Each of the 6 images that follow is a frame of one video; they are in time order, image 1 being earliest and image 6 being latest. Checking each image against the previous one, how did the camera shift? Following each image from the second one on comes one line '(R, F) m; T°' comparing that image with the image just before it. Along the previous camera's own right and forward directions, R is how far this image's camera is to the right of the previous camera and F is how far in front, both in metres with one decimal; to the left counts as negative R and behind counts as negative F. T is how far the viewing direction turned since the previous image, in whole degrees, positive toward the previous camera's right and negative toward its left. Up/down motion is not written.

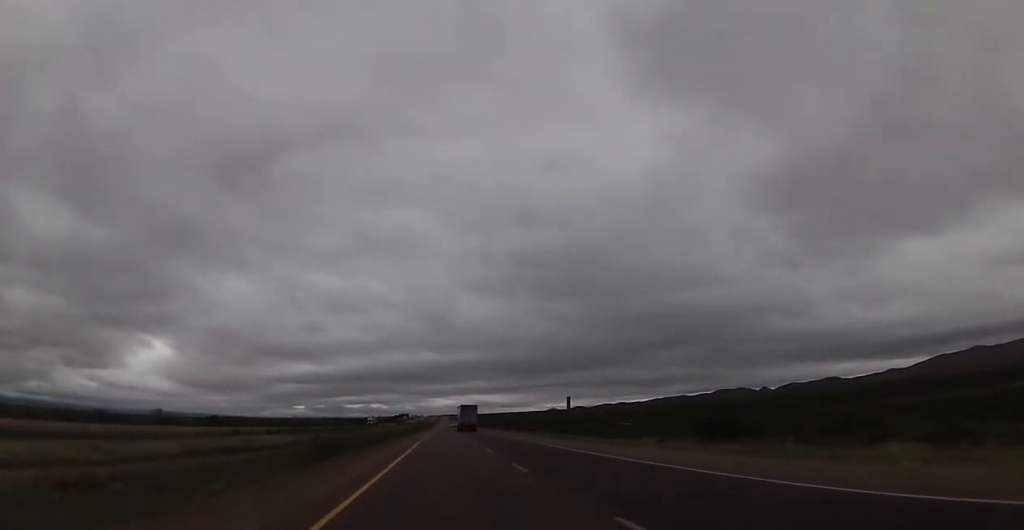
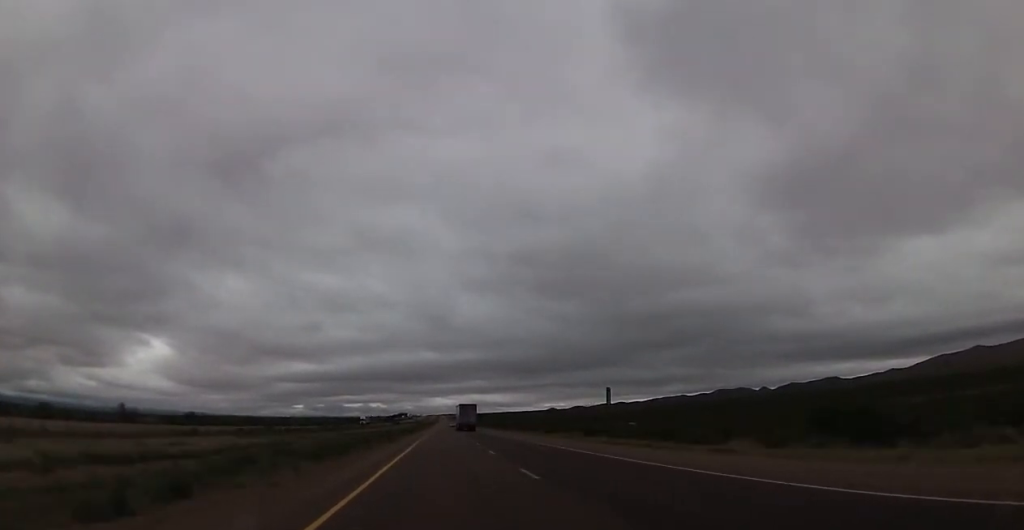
(0.0, +14.6) m; 0°
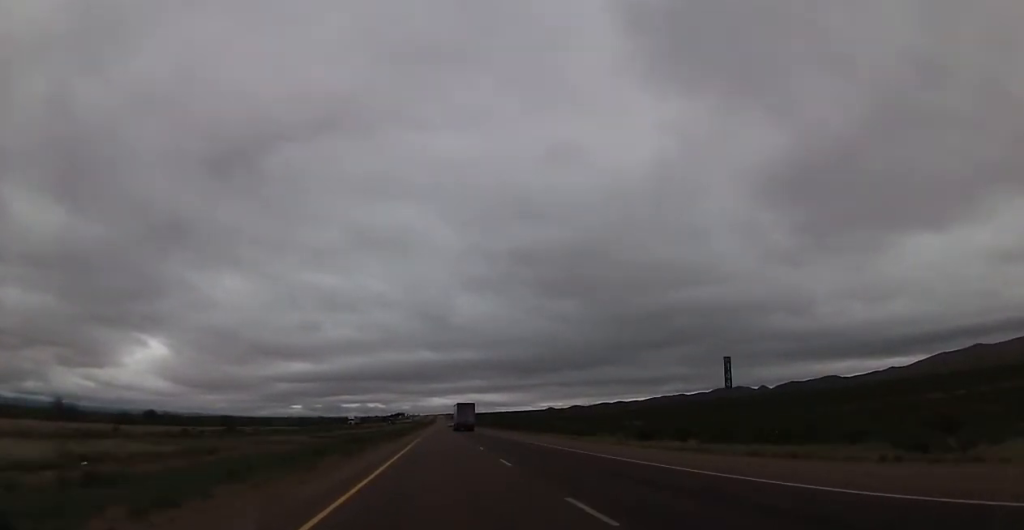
(0.0, +19.5) m; 0°
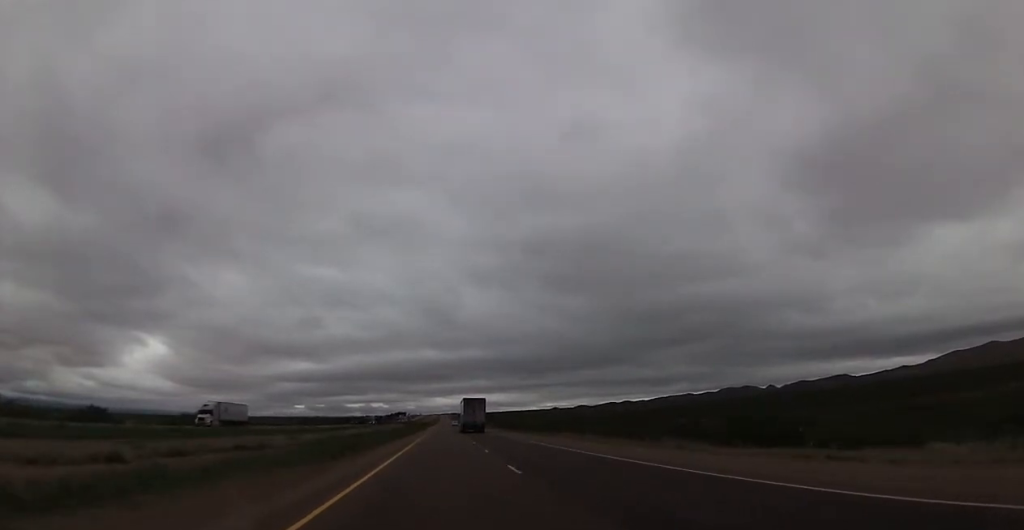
(+0.1, +101.0) m; 0°
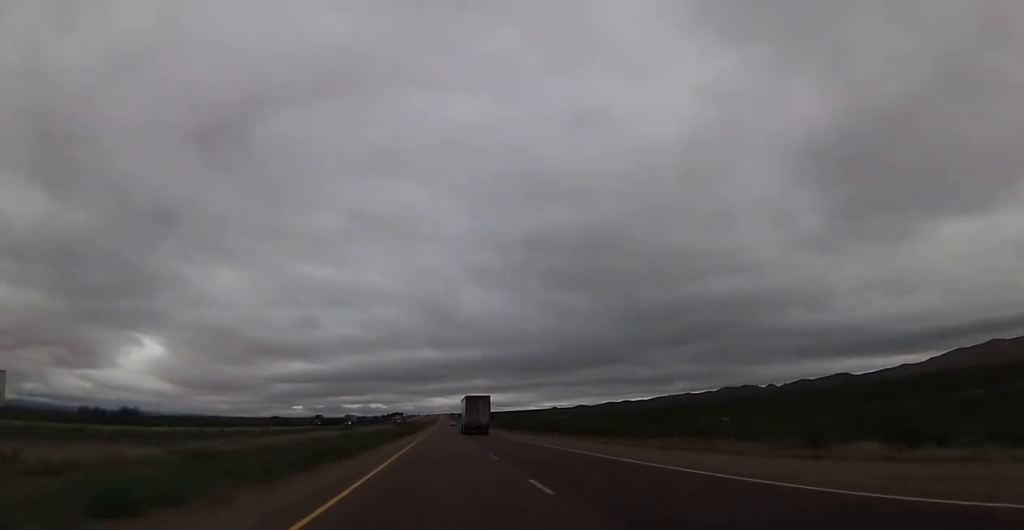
(+0.3, +41.4) m; 0°
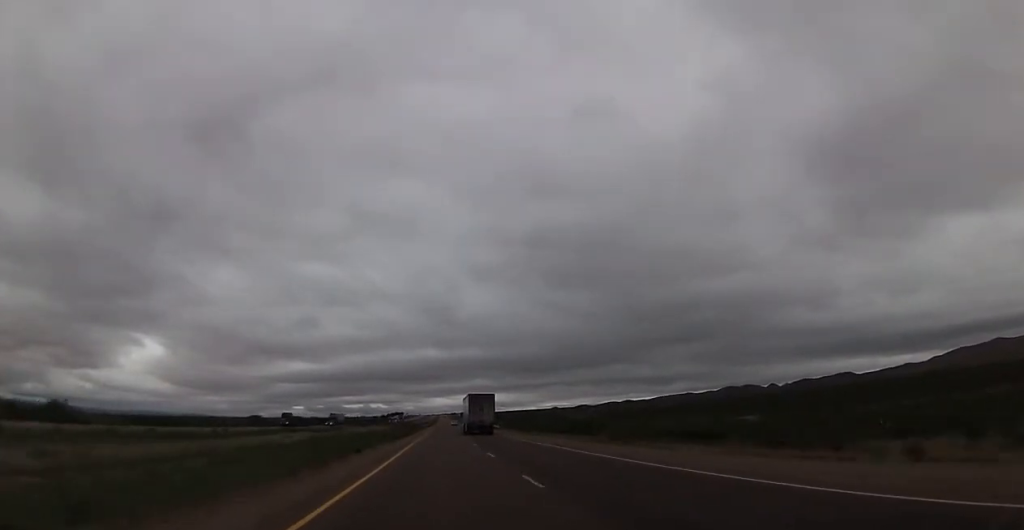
(+0.1, +23.1) m; 0°
